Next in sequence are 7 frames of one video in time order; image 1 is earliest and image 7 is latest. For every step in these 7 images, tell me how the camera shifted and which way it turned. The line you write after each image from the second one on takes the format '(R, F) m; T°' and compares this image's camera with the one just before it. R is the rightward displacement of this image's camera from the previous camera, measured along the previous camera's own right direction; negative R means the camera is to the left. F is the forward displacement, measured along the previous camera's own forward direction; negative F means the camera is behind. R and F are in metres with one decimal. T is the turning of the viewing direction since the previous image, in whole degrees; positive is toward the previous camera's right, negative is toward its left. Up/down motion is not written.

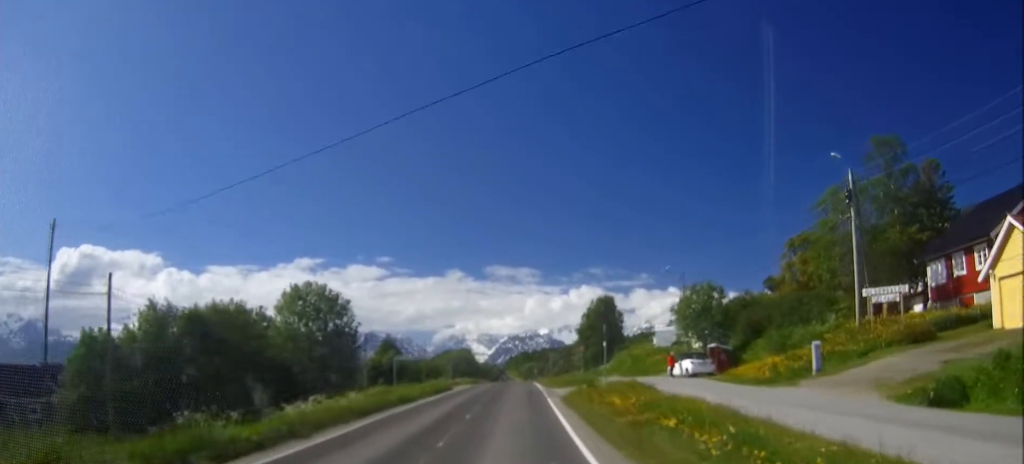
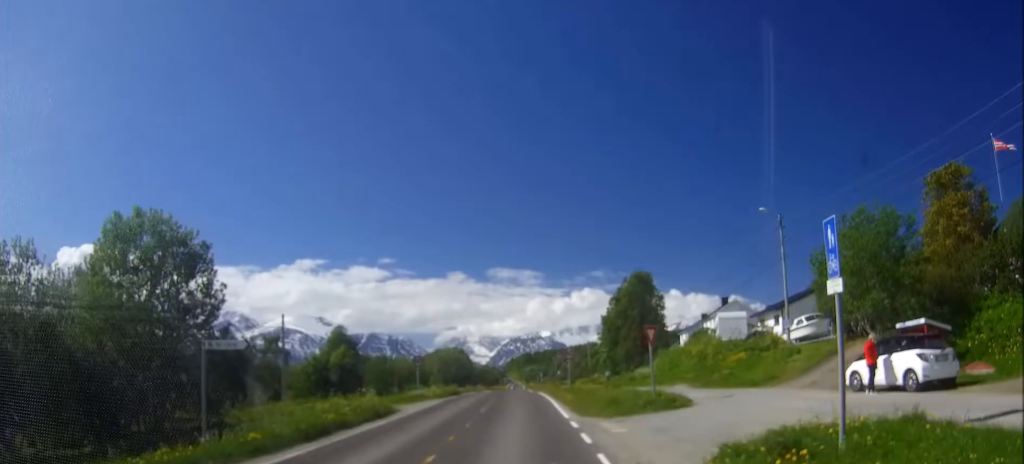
(-0.1, +25.0) m; 0°
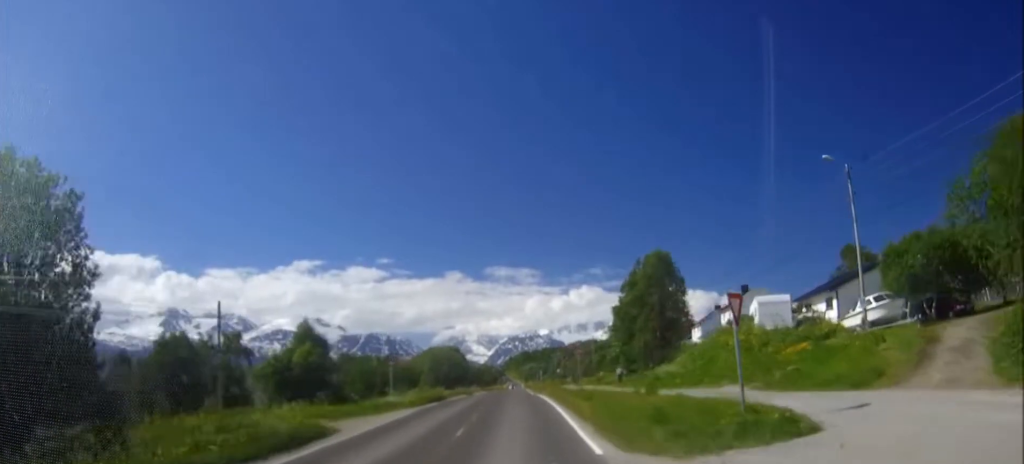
(0.0, +9.8) m; 0°
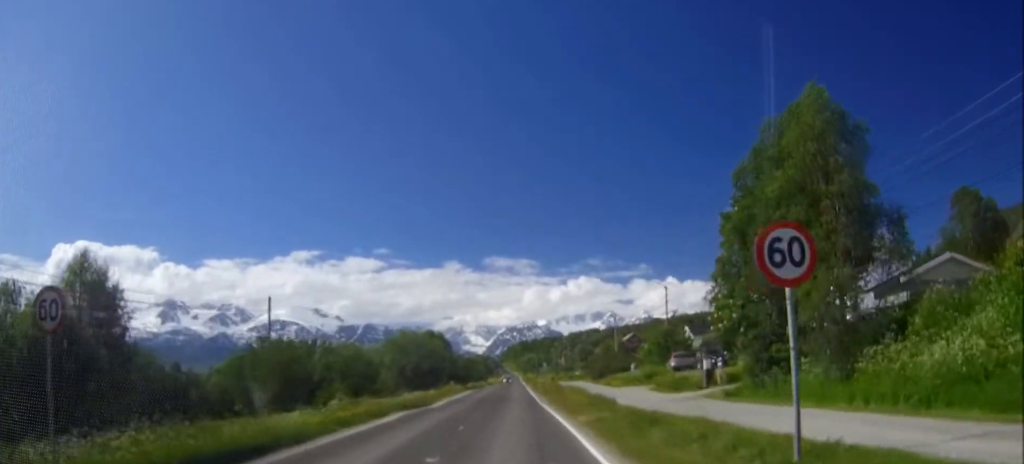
(+0.2, +31.4) m; 0°
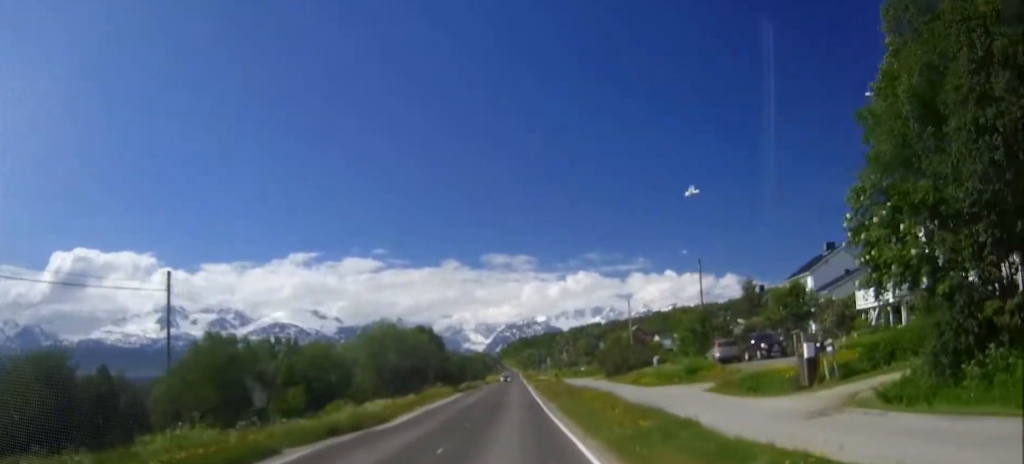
(0.0, +12.6) m; 0°
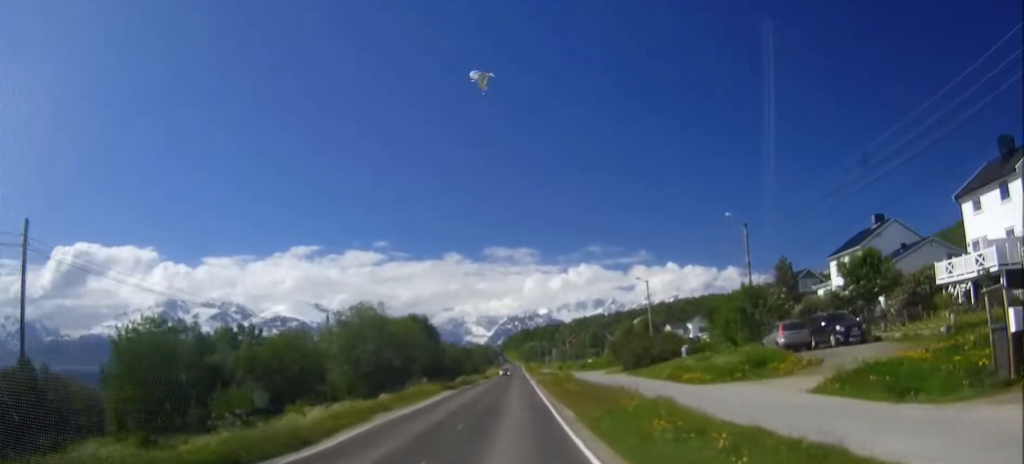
(0.0, +10.4) m; 0°
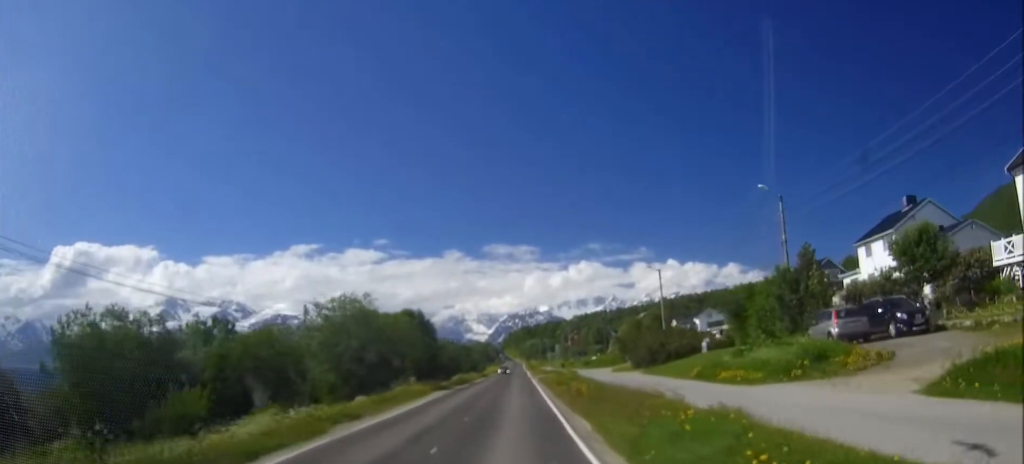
(0.0, +5.8) m; 0°
